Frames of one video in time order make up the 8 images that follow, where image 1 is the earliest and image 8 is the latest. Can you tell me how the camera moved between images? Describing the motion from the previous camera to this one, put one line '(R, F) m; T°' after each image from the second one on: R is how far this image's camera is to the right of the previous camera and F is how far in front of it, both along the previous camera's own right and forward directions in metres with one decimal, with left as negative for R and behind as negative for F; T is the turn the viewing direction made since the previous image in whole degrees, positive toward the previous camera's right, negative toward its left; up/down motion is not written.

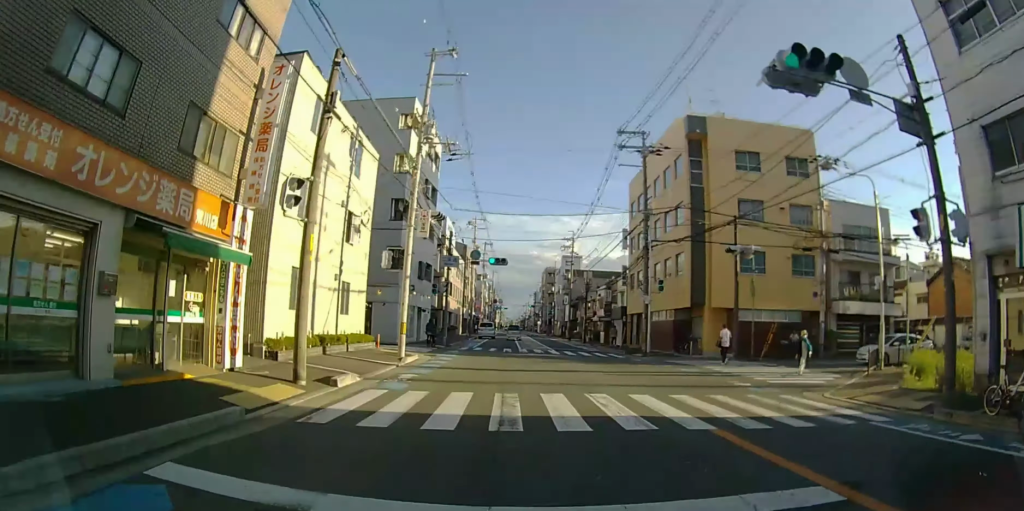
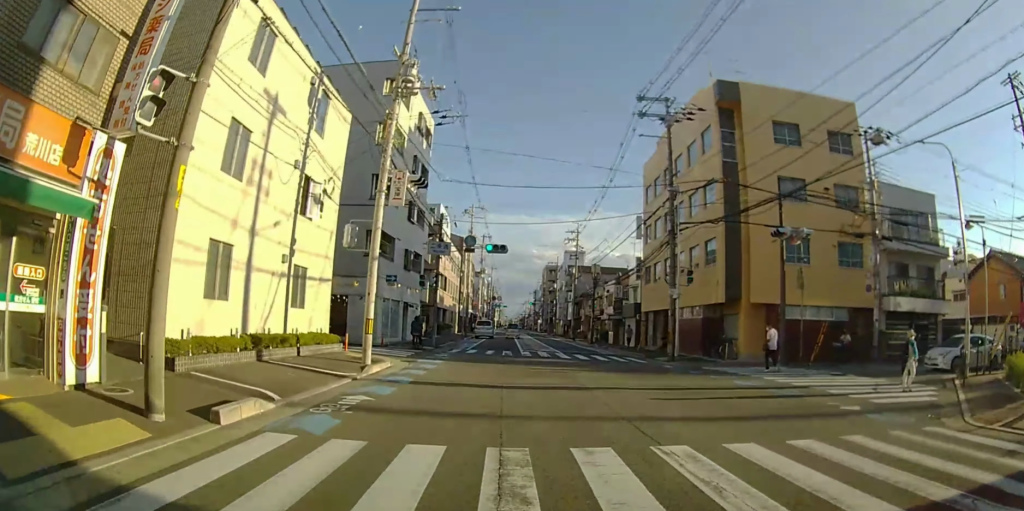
(0.0, +5.4) m; 0°
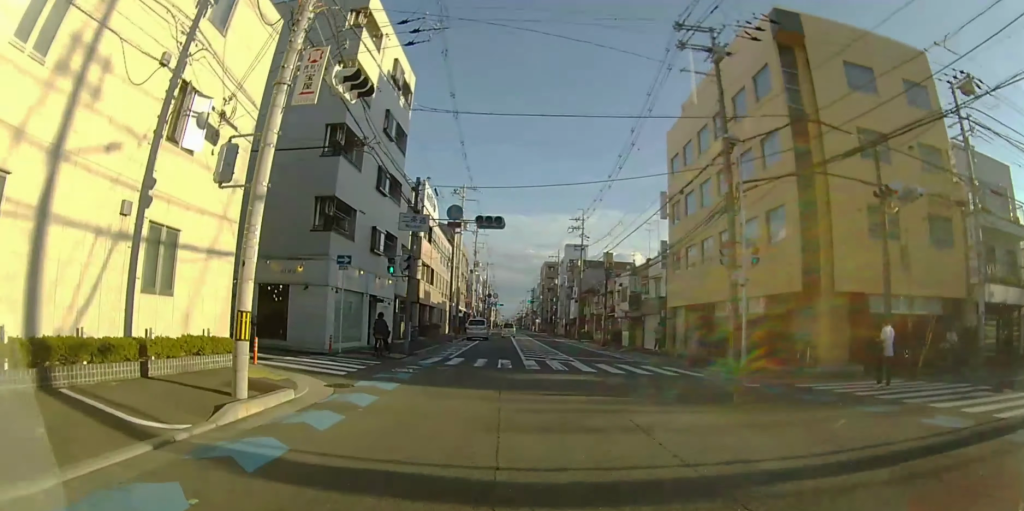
(0.0, +7.2) m; 0°
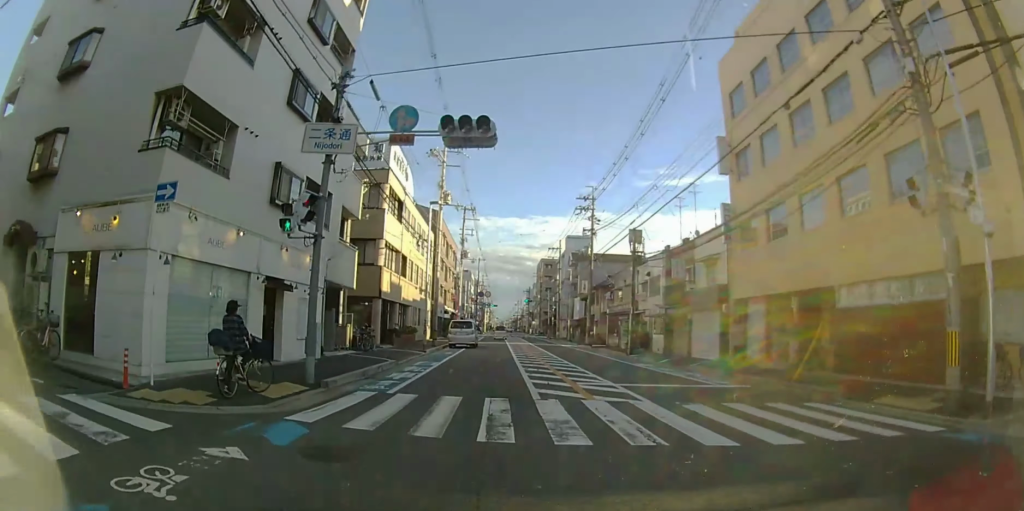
(+0.1, +10.9) m; +1°
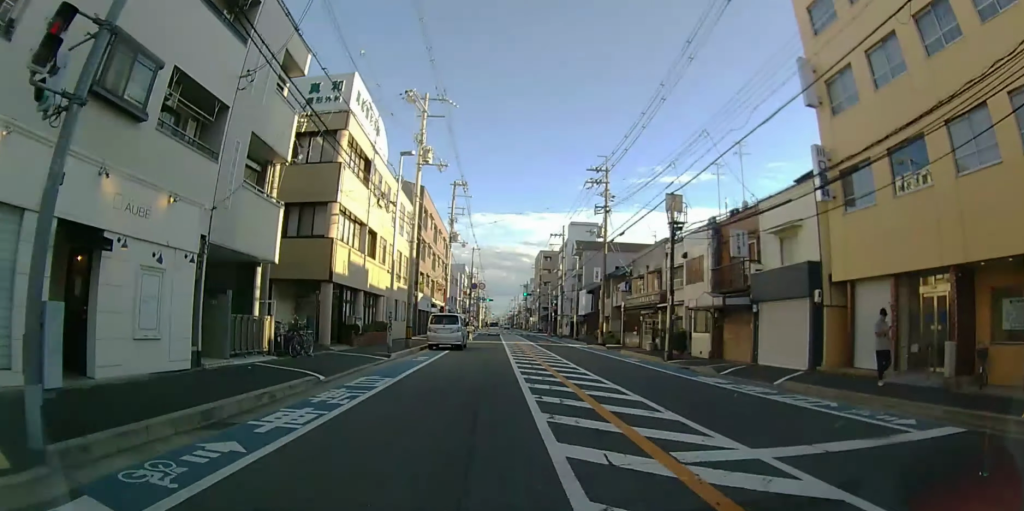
(+0.1, +8.1) m; 0°
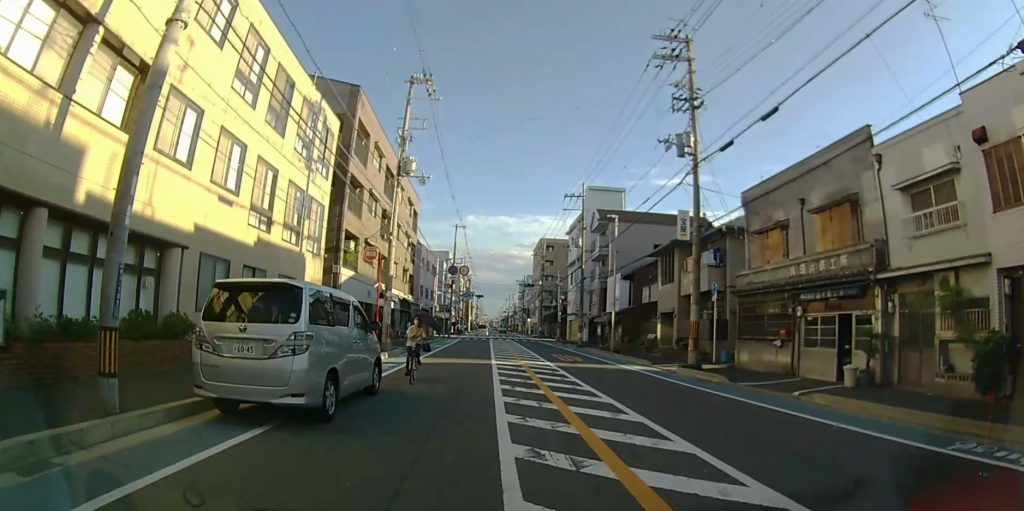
(-0.1, +21.1) m; -1°
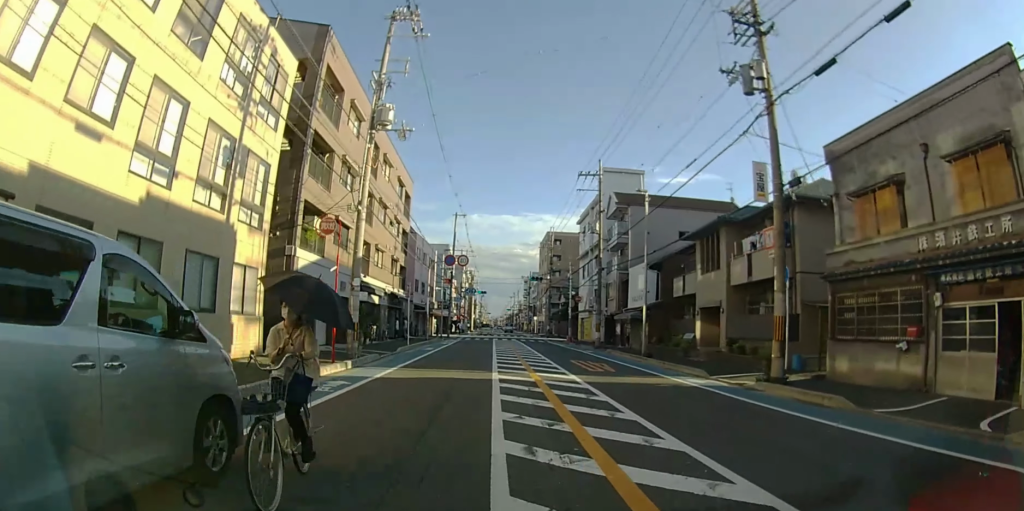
(-0.1, +6.5) m; 0°
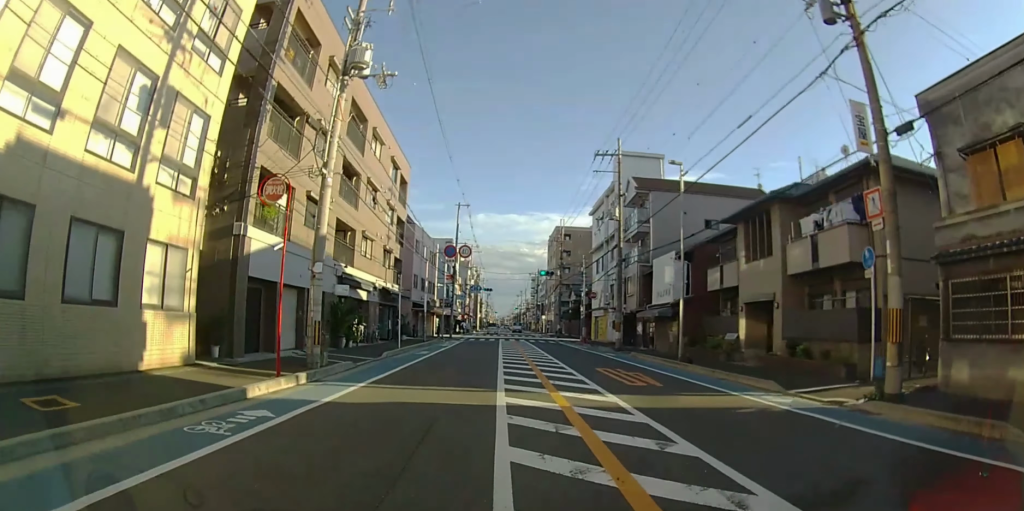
(0.0, +4.7) m; 0°
